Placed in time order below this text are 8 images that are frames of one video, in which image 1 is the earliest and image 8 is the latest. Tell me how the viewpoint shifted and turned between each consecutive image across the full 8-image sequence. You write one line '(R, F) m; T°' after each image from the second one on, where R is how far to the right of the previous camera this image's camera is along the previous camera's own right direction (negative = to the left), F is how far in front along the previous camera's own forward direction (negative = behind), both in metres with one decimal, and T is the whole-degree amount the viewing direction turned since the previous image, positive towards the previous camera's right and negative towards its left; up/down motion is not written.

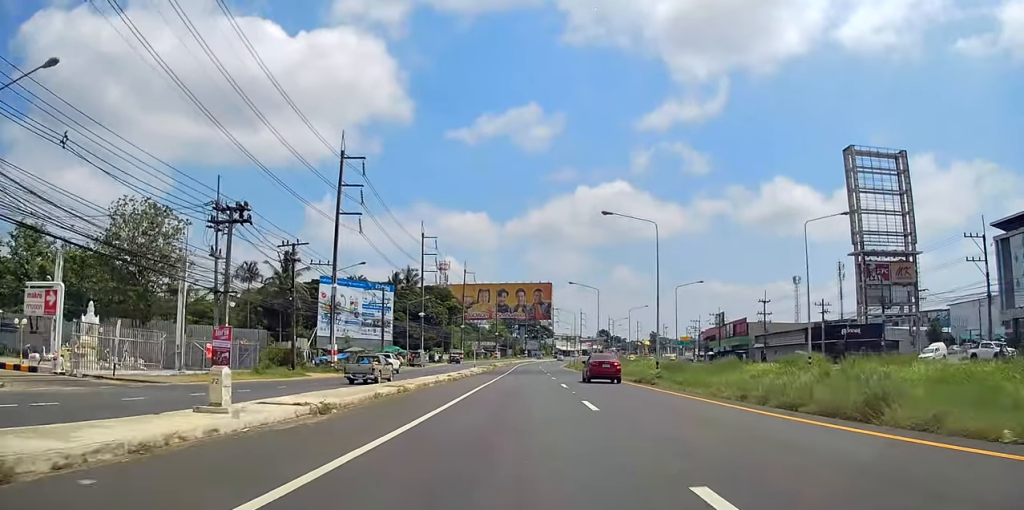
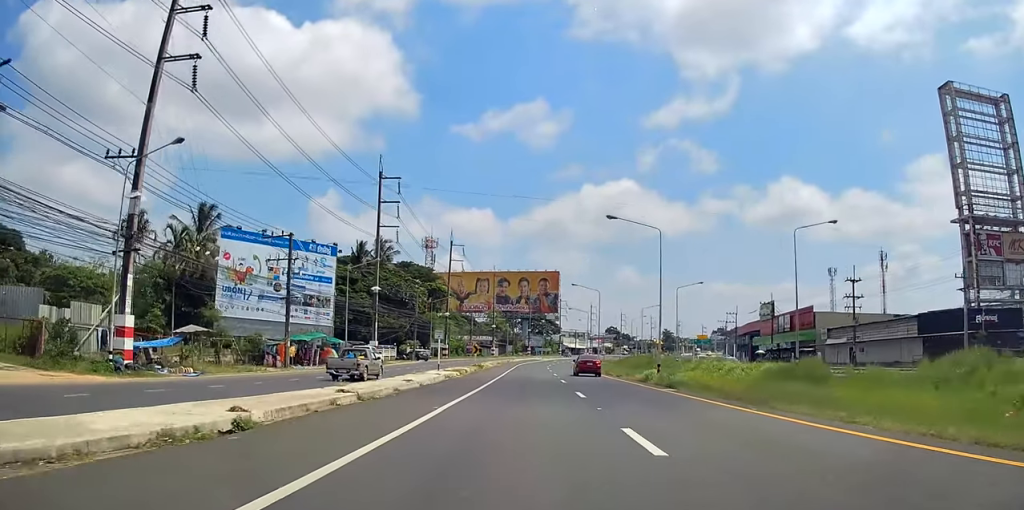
(-0.1, +31.1) m; 0°
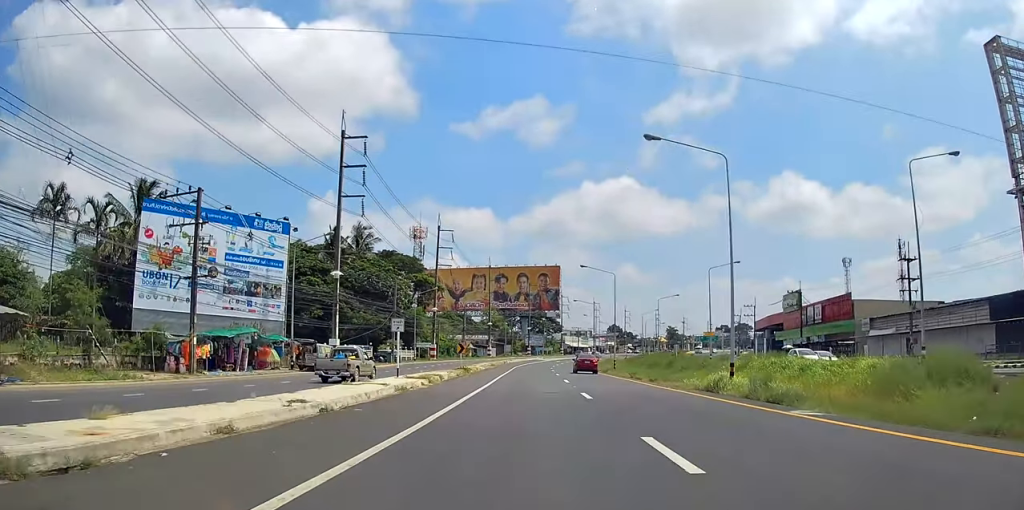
(+0.4, +13.5) m; 0°
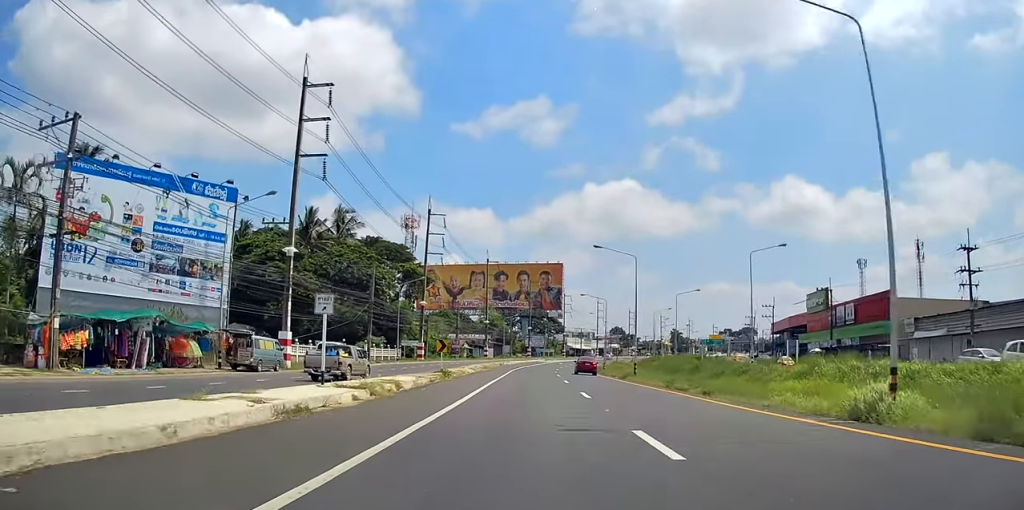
(-0.3, +11.0) m; -1°
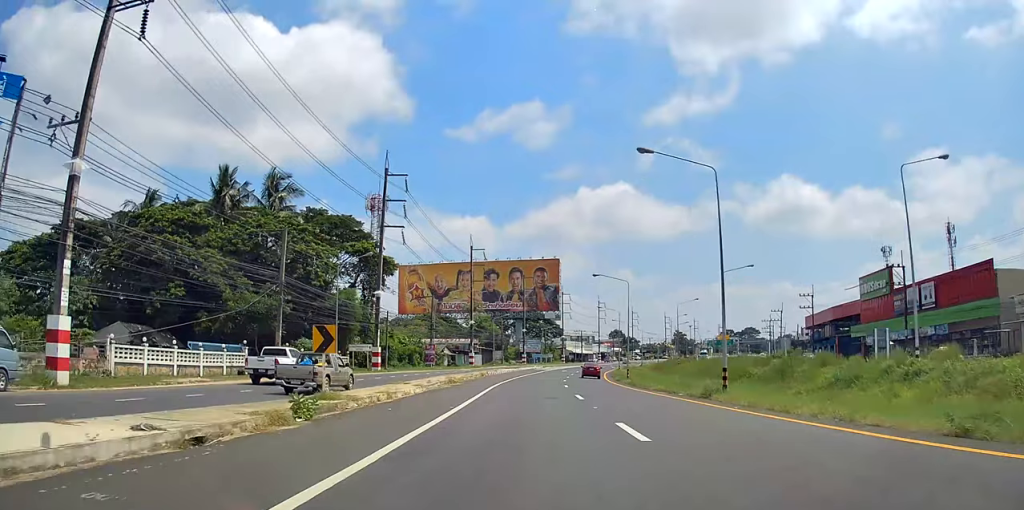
(-0.4, +22.1) m; +1°
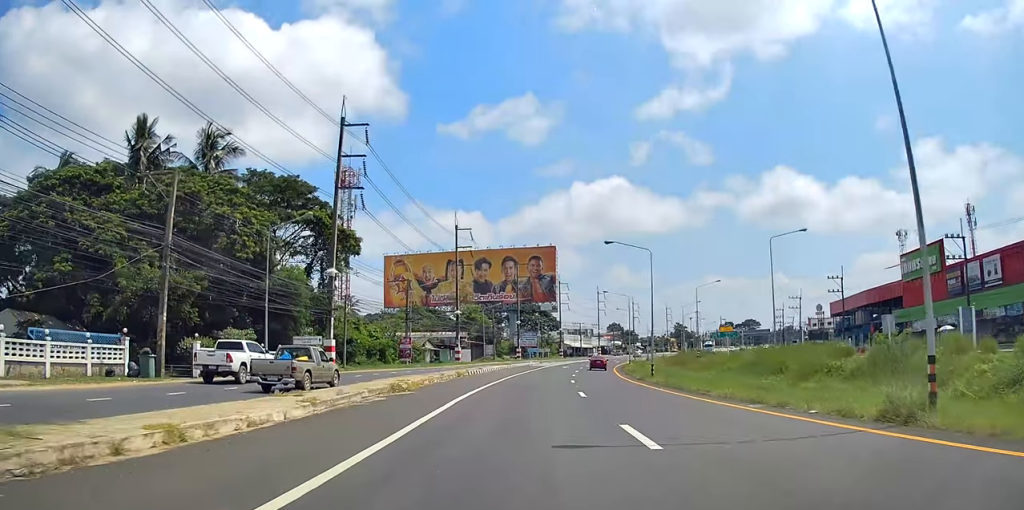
(+0.3, +13.8) m; +1°
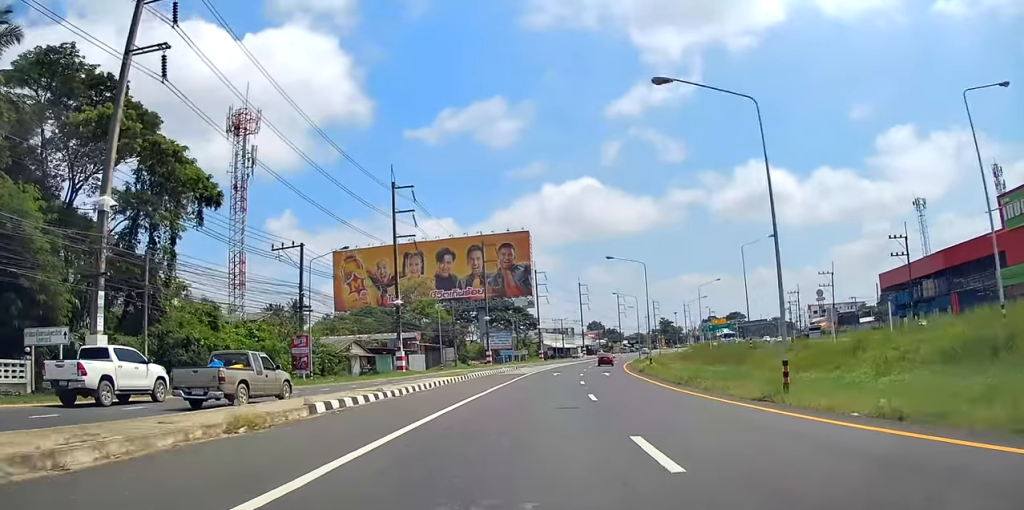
(-0.1, +25.9) m; +1°
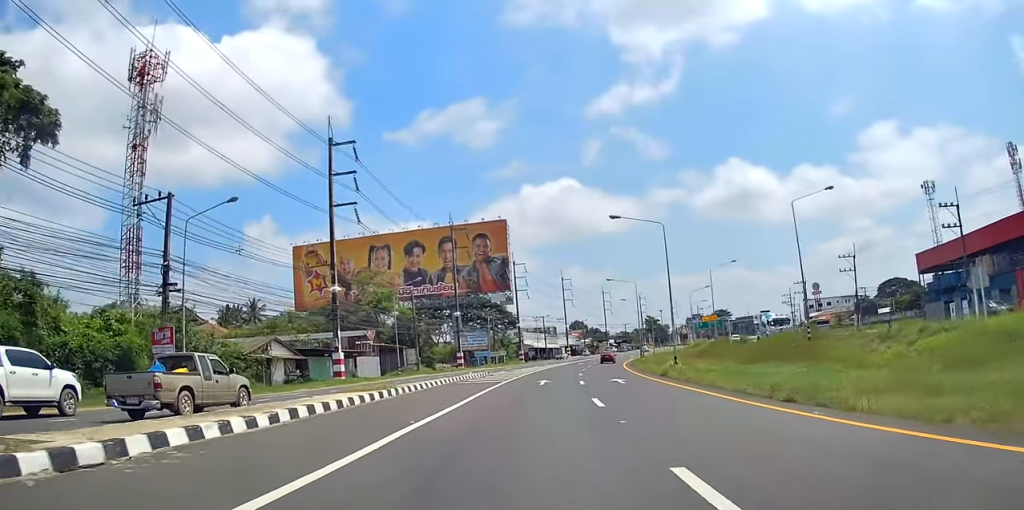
(+0.5, +15.1) m; 0°
